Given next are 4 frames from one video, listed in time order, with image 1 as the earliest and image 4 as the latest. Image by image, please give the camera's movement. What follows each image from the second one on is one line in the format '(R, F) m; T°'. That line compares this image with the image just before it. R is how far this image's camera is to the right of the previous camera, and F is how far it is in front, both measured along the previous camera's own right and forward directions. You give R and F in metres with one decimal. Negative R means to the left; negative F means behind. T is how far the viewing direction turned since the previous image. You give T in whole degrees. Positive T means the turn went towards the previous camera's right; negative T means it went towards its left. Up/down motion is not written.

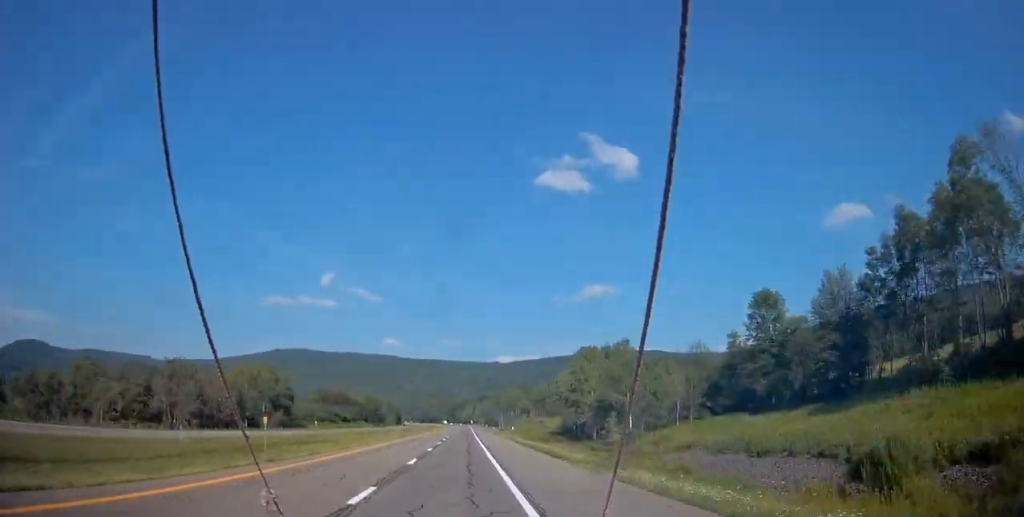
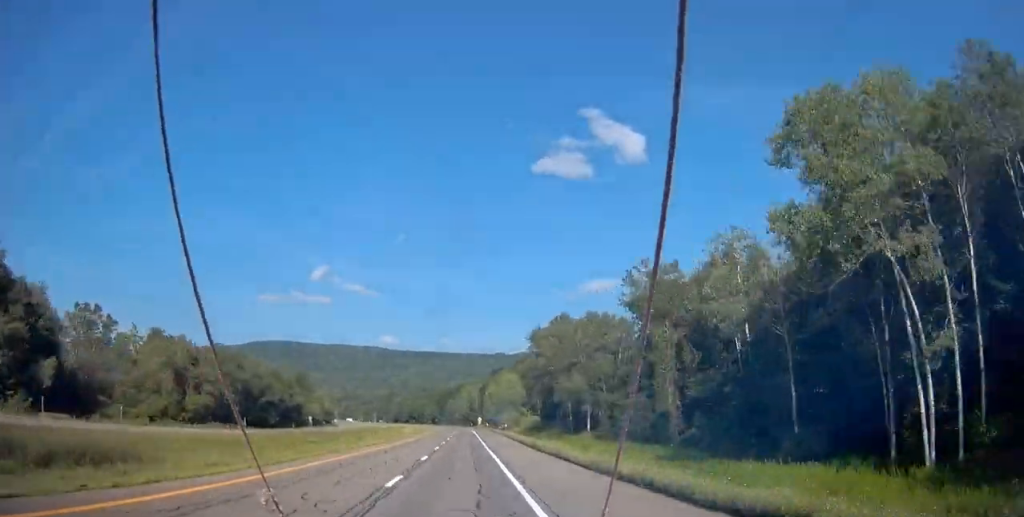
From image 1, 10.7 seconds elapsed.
(-1.1, +310.7) m; -1°
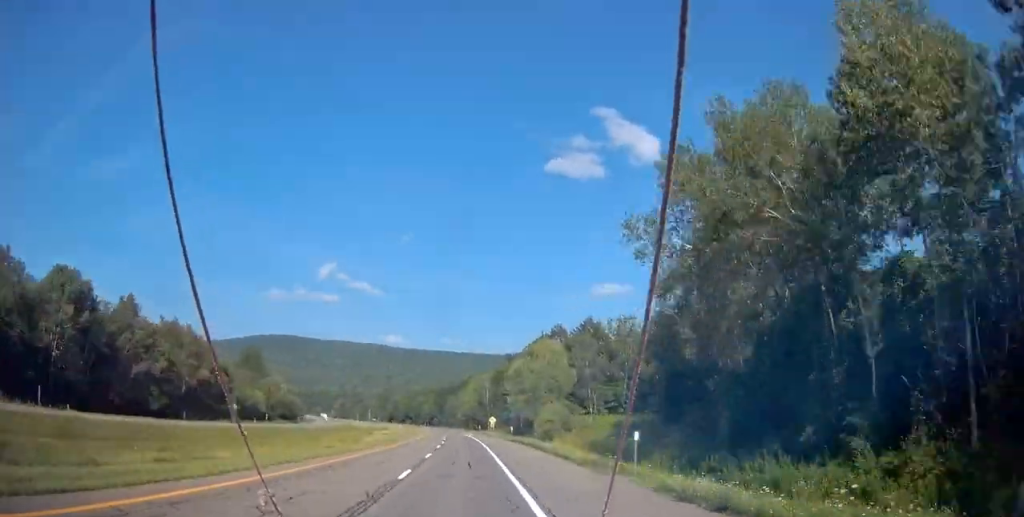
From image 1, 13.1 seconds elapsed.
(0.0, +72.5) m; -1°
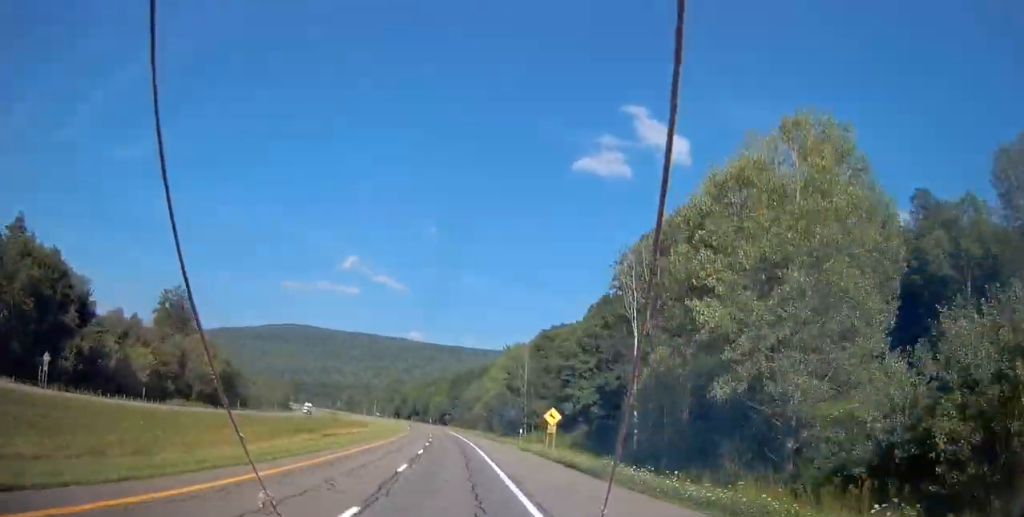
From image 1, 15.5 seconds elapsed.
(-0.8, +71.0) m; -3°
